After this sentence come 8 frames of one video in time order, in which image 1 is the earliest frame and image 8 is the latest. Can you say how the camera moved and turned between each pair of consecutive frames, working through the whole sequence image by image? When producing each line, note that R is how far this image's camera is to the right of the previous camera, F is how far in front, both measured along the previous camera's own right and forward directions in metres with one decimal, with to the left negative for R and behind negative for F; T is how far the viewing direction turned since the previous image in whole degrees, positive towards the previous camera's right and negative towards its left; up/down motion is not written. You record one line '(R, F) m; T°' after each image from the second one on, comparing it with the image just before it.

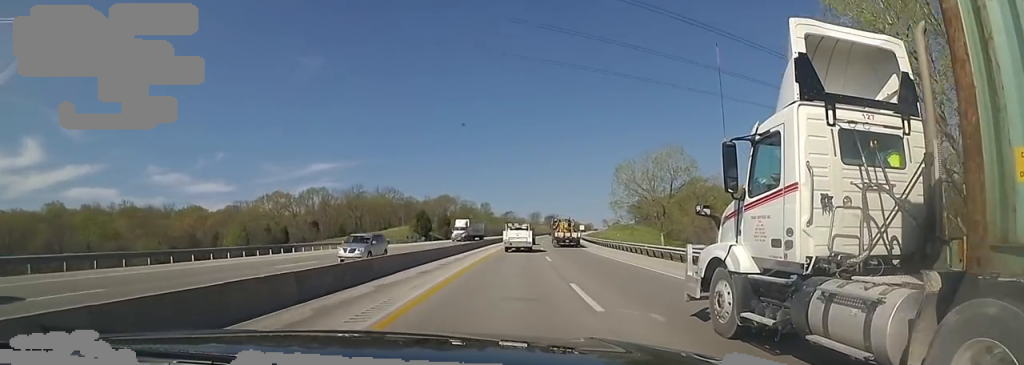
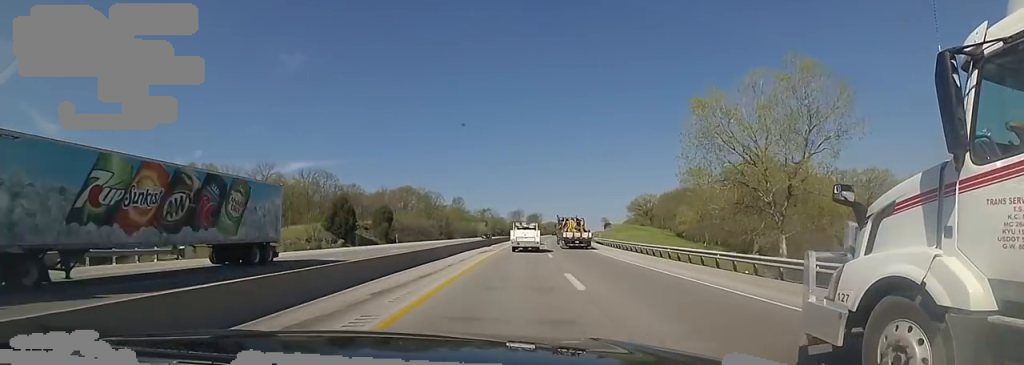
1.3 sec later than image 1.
(+1.4, +41.8) m; +3°
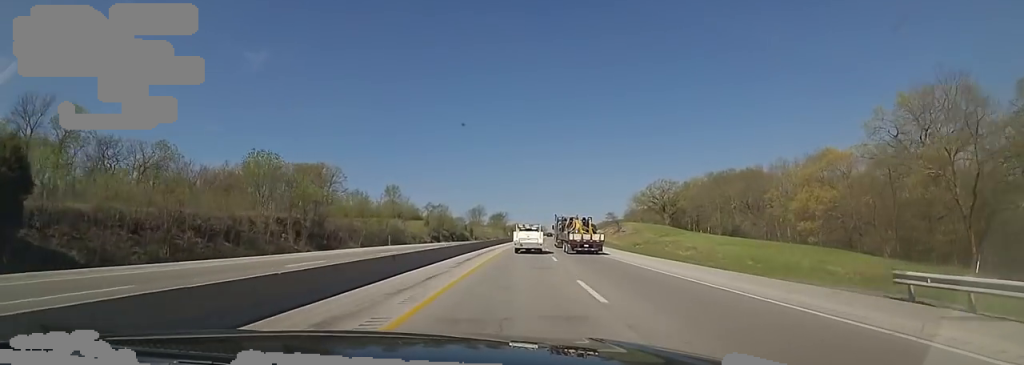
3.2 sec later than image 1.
(+0.5, +63.6) m; +3°
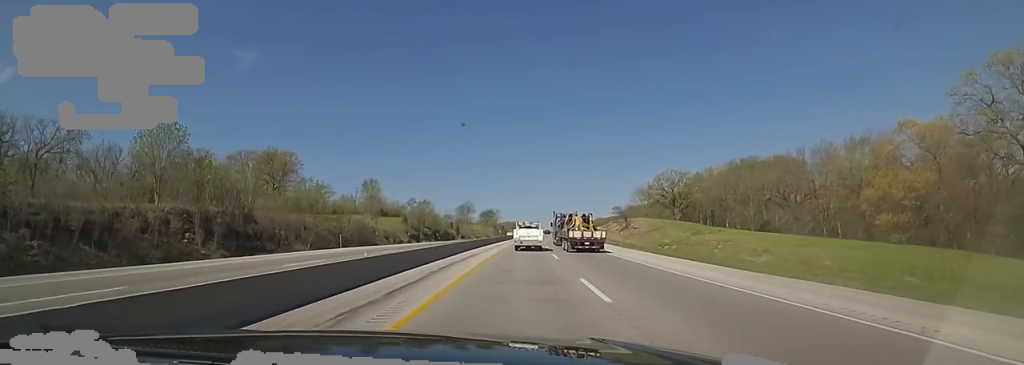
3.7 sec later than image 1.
(+0.3, +15.4) m; +1°
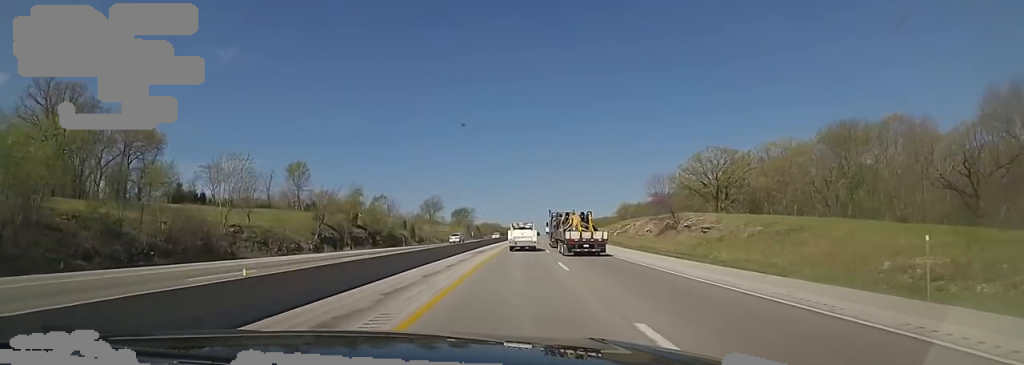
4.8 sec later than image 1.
(+1.4, +37.6) m; +3°
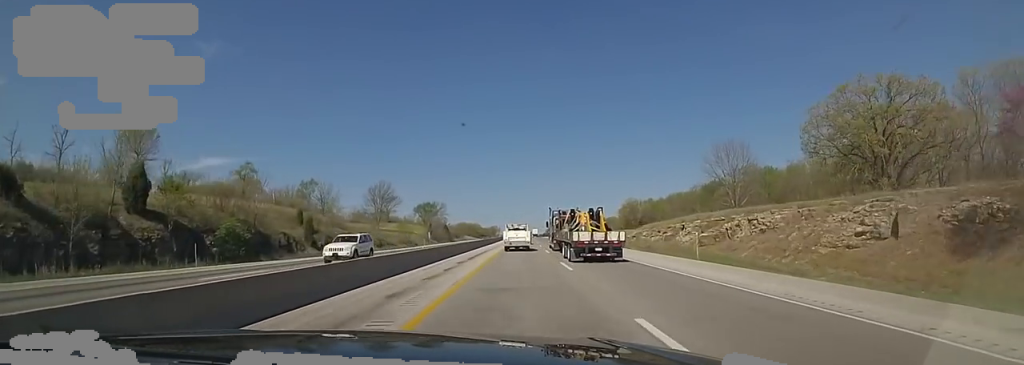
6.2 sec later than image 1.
(+1.3, +45.2) m; +3°
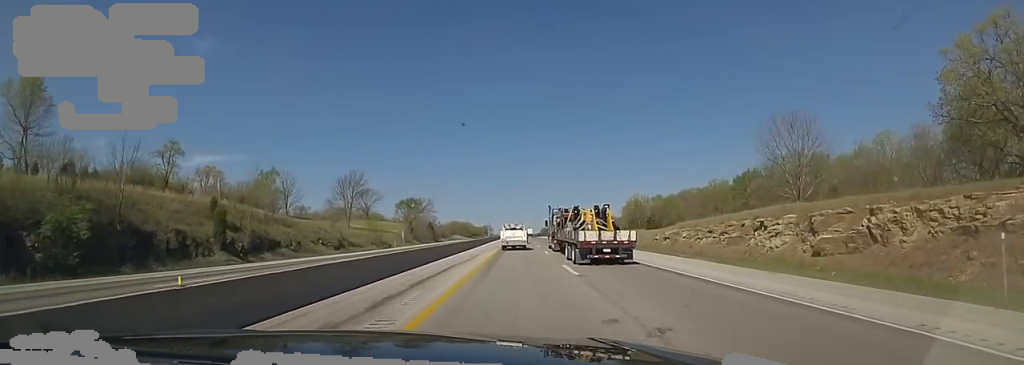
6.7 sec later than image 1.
(+0.2, +17.7) m; +1°
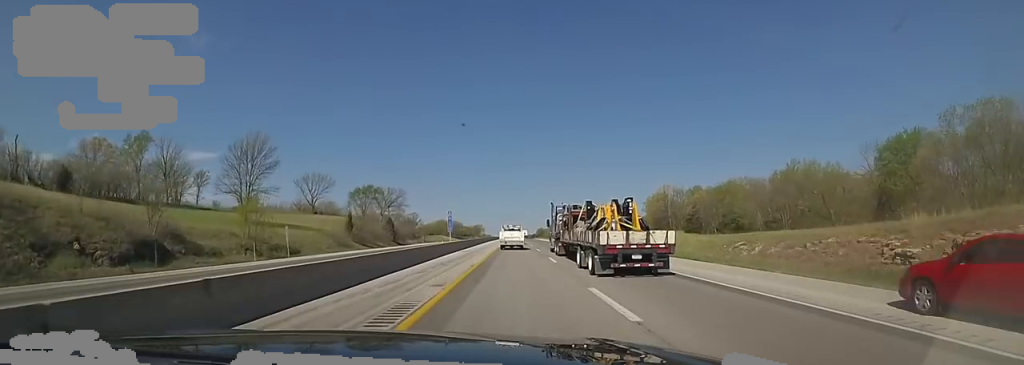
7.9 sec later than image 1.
(+0.1, +38.9) m; 0°
